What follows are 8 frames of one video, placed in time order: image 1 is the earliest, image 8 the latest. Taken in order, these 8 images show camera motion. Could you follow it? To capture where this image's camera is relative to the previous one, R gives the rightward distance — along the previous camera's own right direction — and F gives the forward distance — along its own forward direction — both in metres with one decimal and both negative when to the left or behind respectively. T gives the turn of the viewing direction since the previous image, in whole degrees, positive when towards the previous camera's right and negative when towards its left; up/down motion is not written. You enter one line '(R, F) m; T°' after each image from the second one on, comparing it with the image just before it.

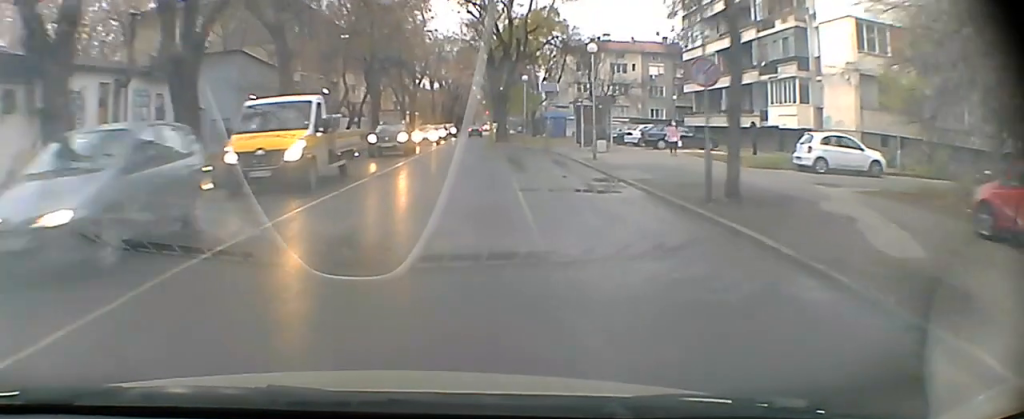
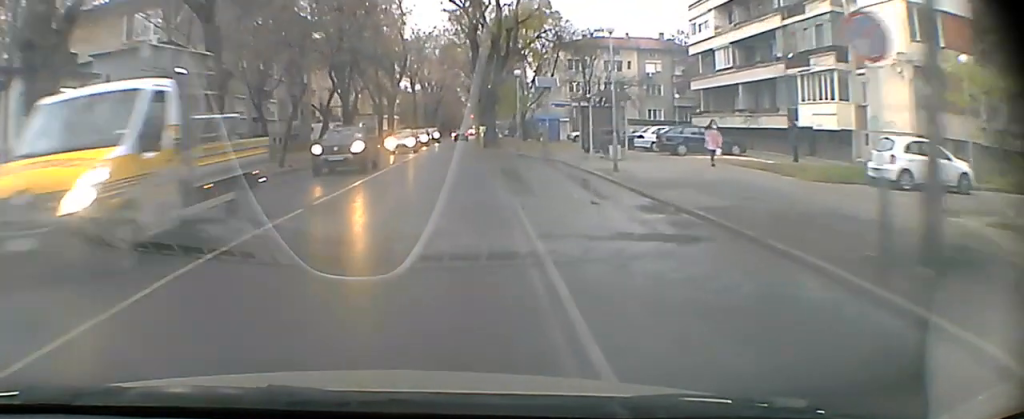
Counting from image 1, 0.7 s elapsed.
(0.0, +6.6) m; 0°
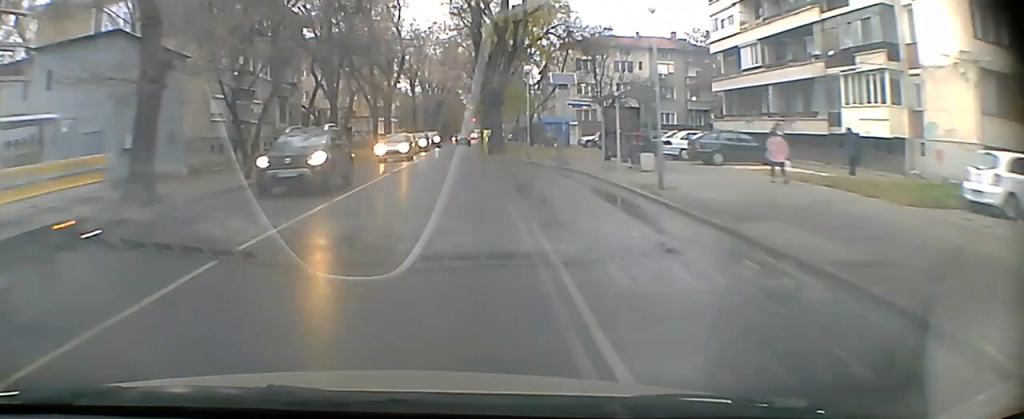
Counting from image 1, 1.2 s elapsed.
(+0.1, +4.8) m; 0°
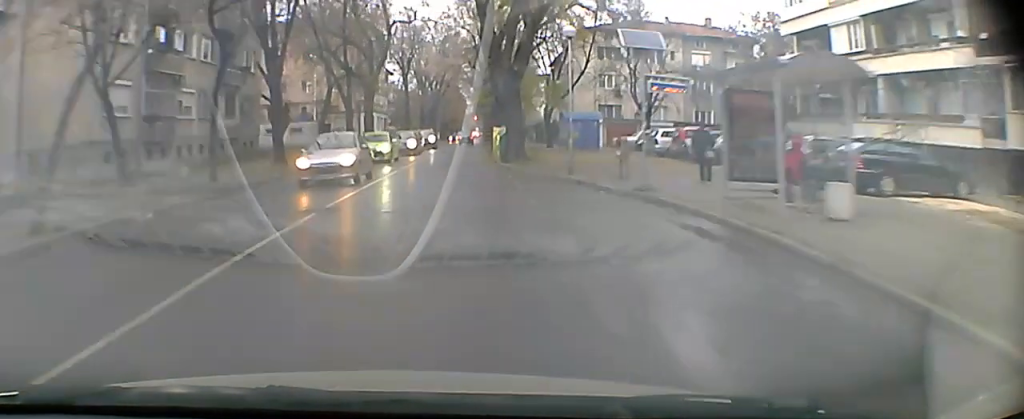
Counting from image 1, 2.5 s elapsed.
(-0.2, +13.1) m; -1°
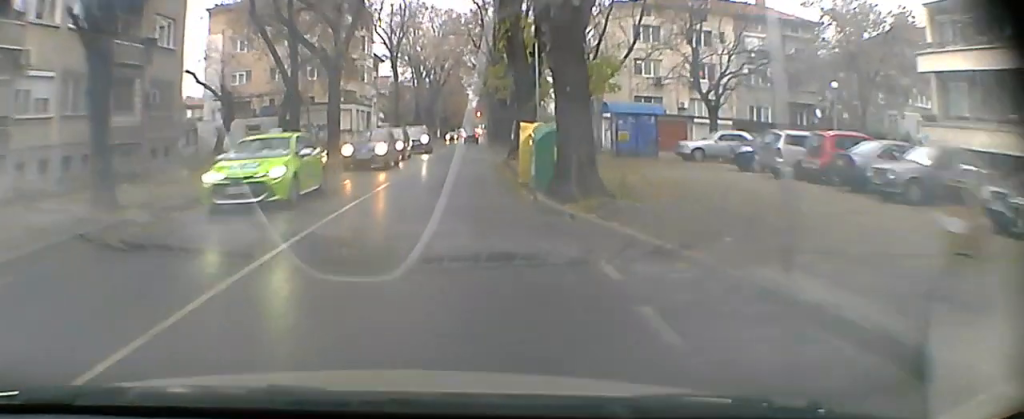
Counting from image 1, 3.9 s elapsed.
(+0.1, +14.5) m; +1°
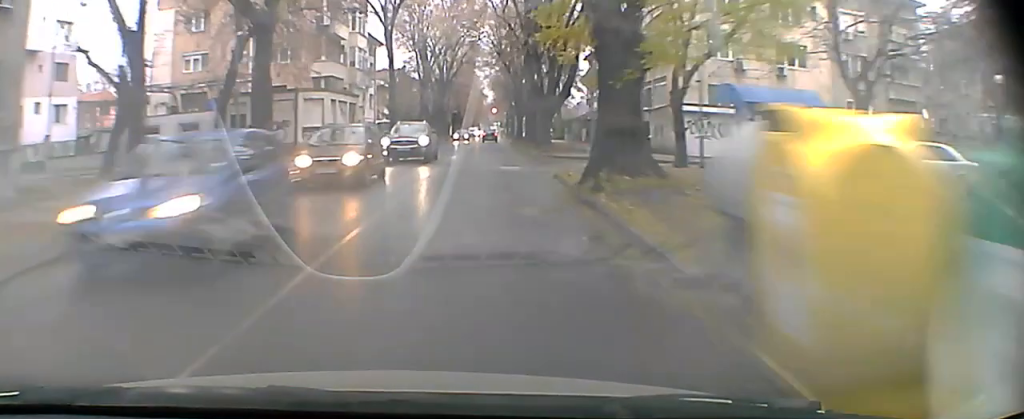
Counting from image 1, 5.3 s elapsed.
(+0.1, +14.9) m; 0°
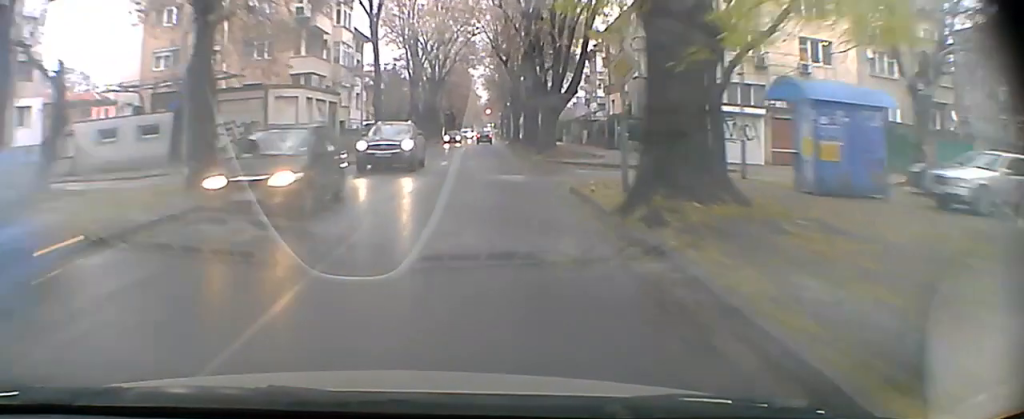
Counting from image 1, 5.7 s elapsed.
(0.0, +4.2) m; 0°
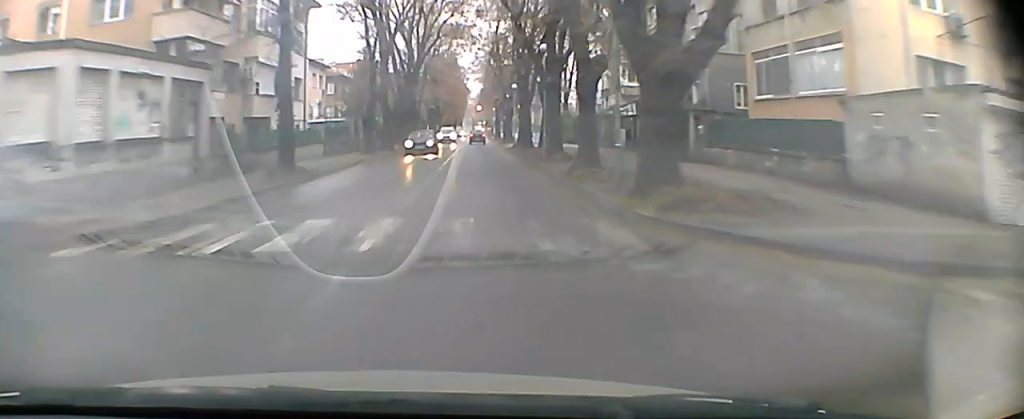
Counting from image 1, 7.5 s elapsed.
(+0.1, +18.8) m; +2°
